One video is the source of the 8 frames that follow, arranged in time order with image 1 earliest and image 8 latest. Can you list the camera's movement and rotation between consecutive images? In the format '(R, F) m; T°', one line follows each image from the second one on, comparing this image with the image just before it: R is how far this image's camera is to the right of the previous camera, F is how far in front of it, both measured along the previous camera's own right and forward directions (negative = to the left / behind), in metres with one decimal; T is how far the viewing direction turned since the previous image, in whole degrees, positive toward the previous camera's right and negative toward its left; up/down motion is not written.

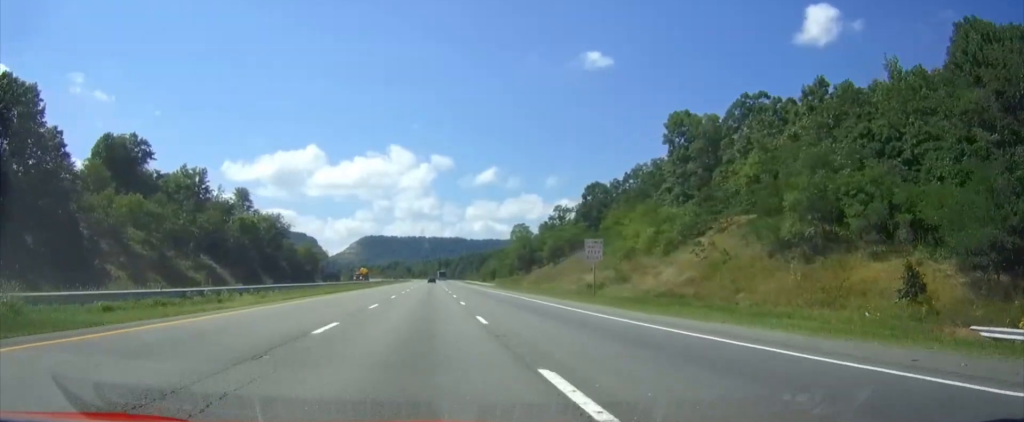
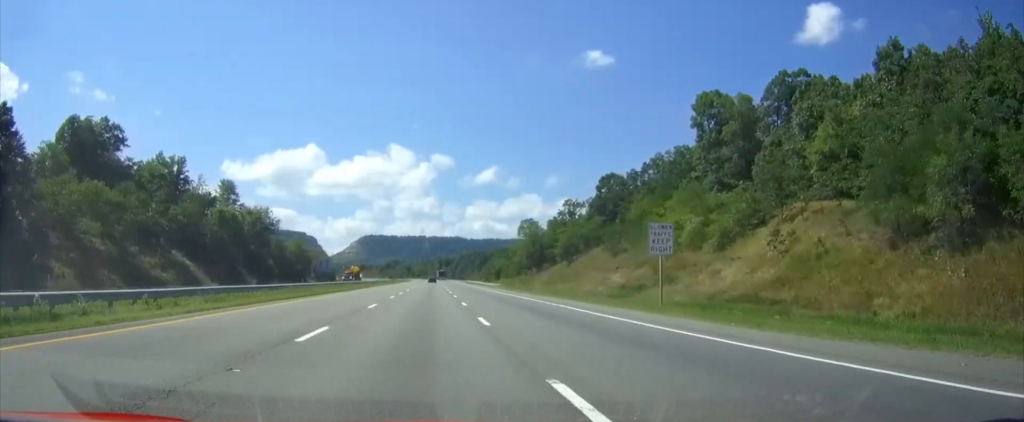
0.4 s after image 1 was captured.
(0.0, +13.2) m; 0°
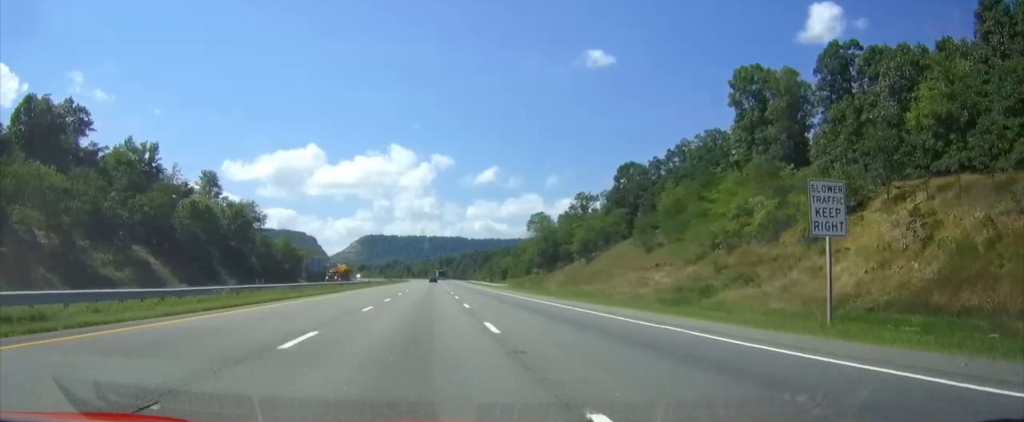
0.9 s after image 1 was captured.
(0.0, +14.3) m; 0°
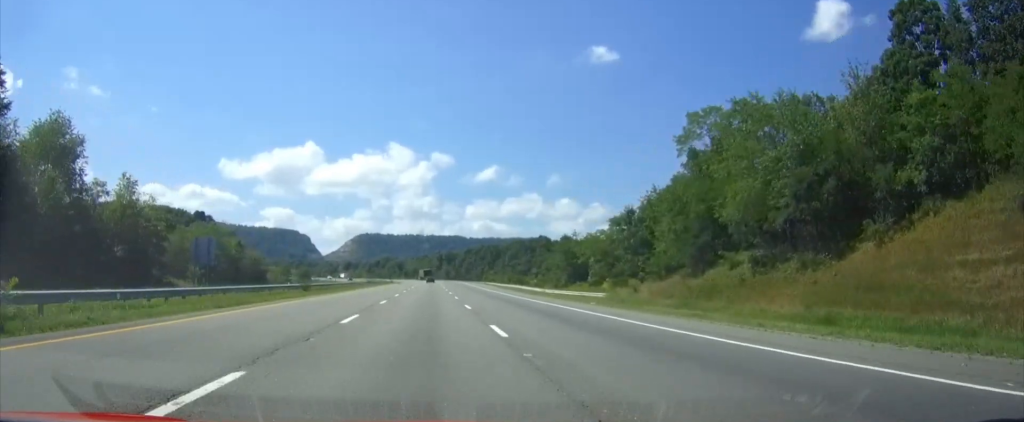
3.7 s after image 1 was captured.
(-0.2, +87.0) m; 0°
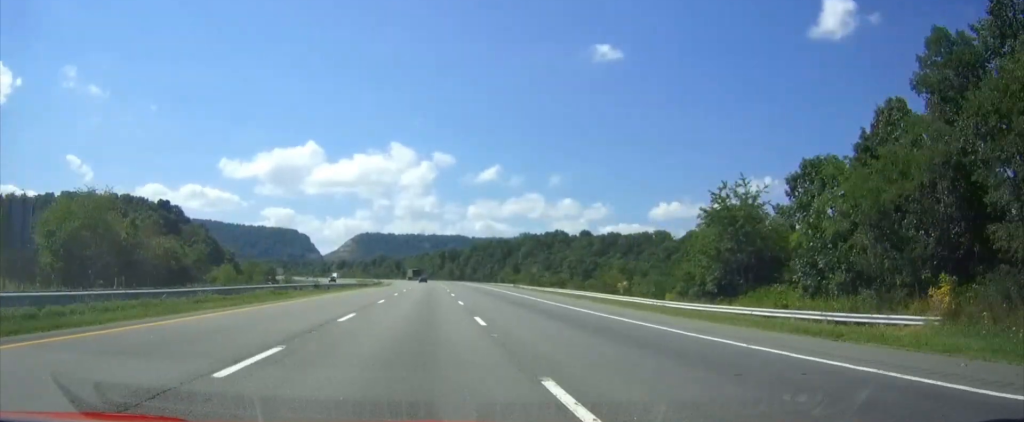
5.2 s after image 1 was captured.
(+0.1, +46.1) m; 0°
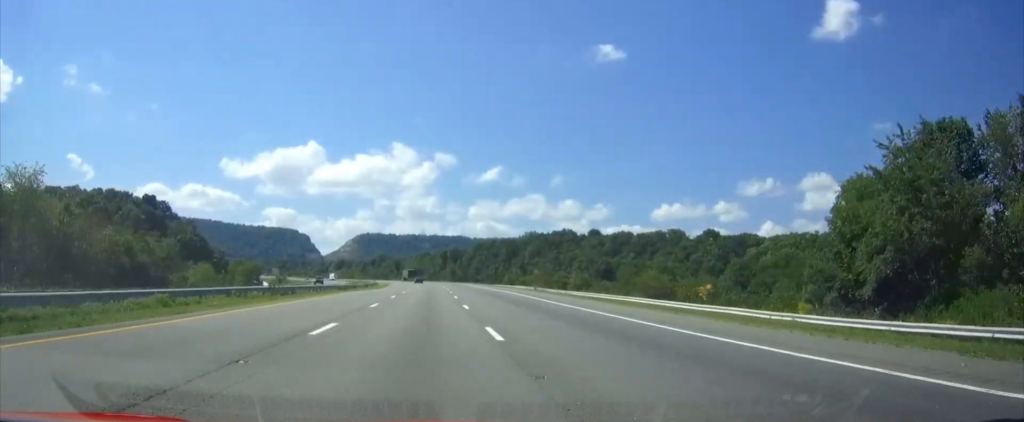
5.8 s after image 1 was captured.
(0.0, +16.4) m; 0°
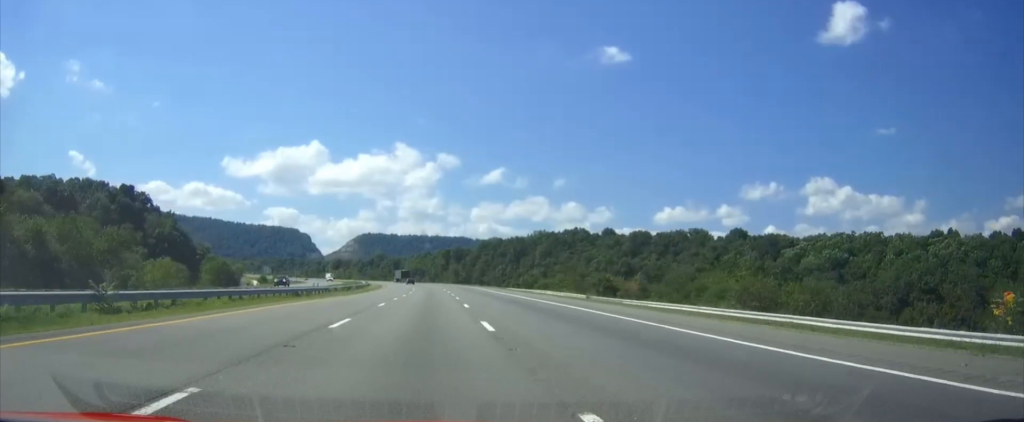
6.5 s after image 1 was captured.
(0.0, +22.5) m; 0°
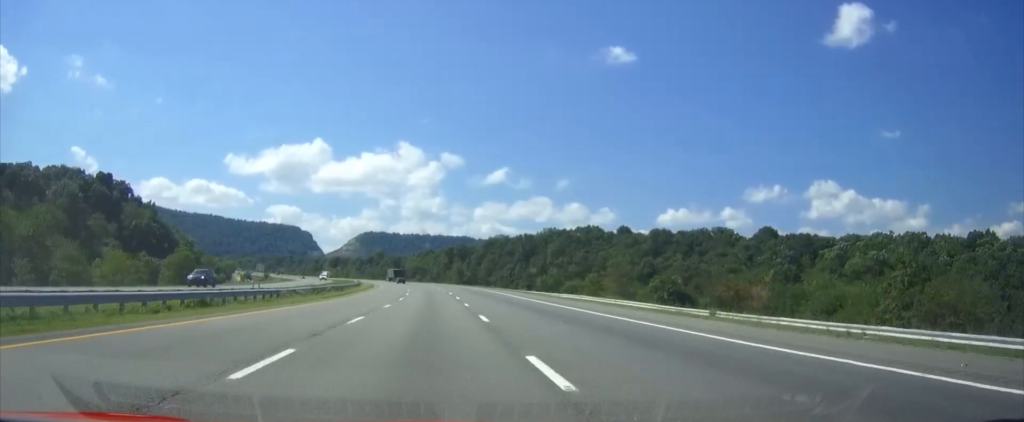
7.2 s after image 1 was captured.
(0.0, +20.4) m; 0°
